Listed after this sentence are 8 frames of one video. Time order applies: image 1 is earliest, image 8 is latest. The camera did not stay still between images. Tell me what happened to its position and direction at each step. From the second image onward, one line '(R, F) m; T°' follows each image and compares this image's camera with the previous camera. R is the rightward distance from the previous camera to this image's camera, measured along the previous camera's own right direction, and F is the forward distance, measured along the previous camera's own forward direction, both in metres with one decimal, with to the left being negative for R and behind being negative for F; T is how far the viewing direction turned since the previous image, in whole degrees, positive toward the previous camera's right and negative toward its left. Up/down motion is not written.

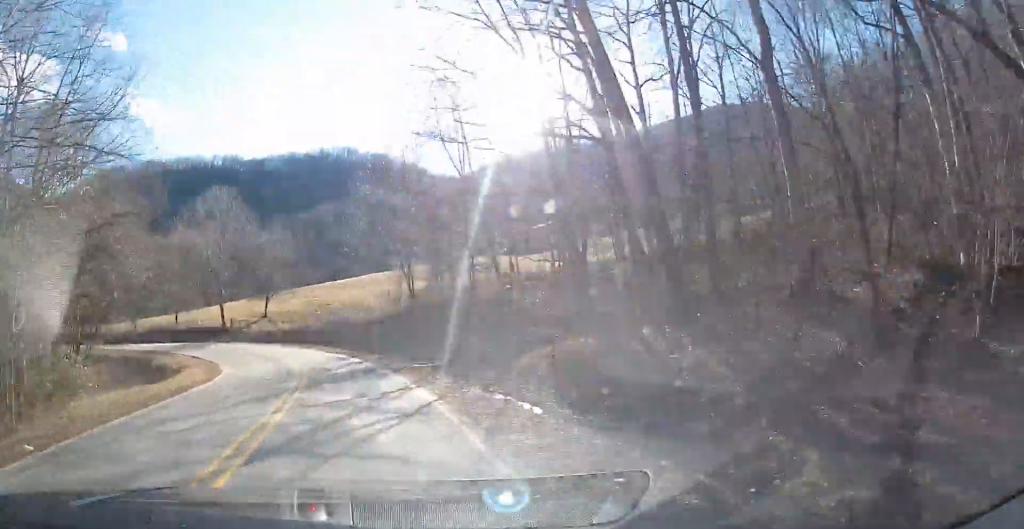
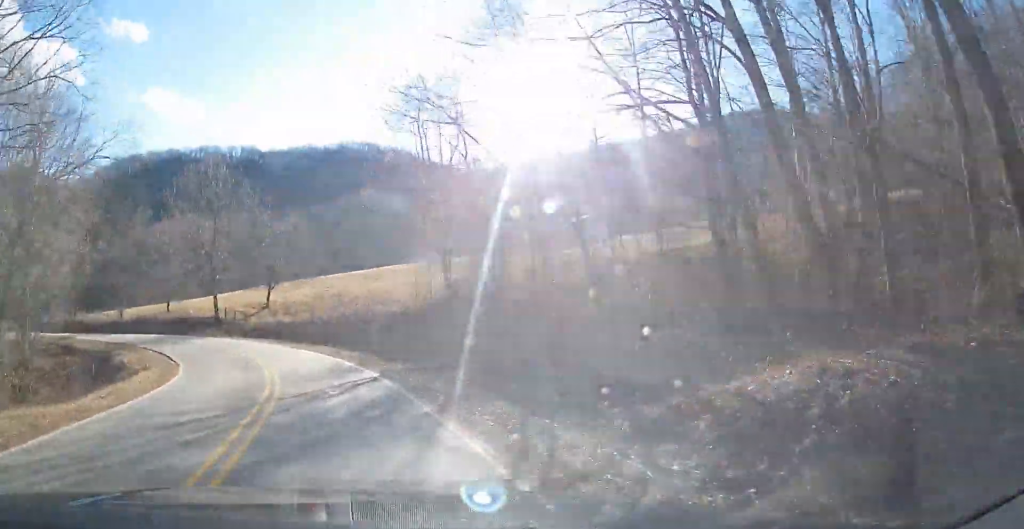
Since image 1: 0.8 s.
(-0.2, +10.1) m; -3°
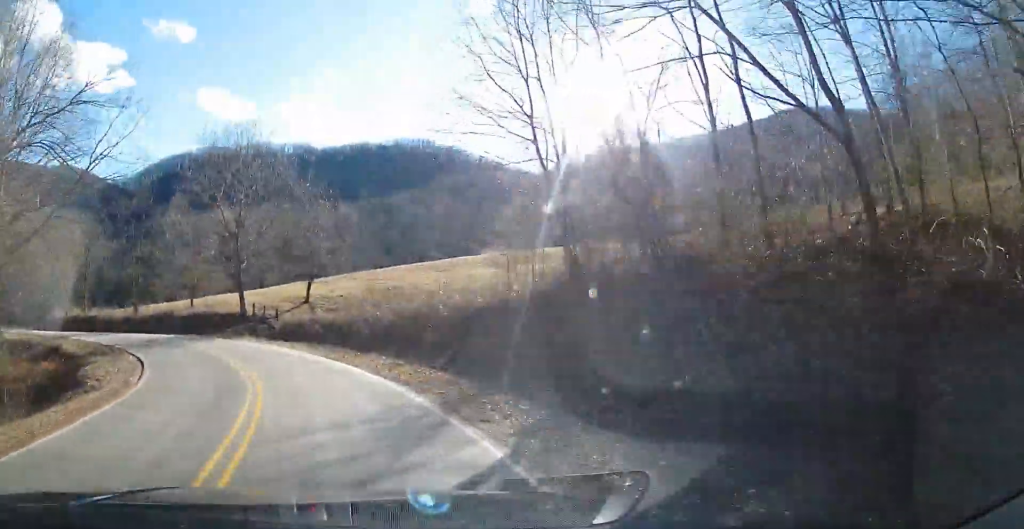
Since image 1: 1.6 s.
(-0.4, +10.9) m; -7°
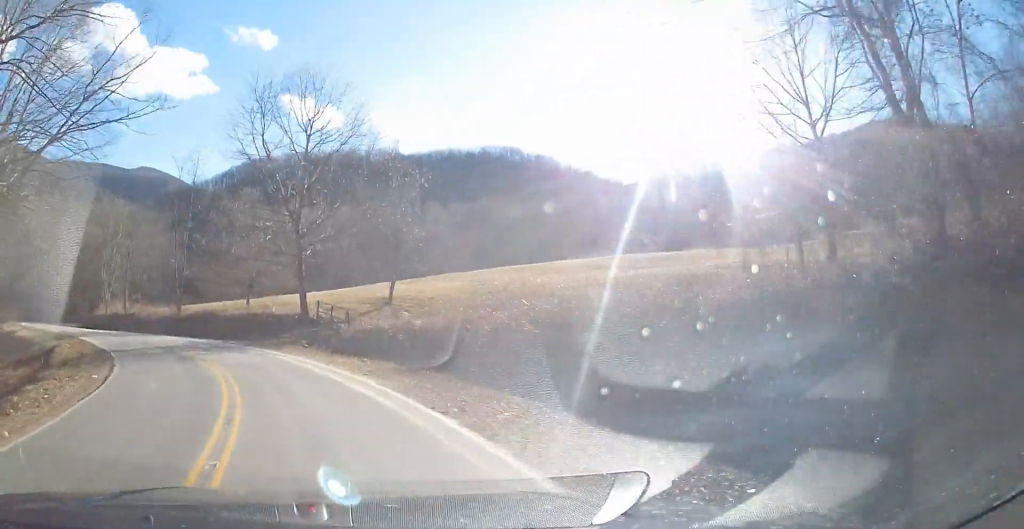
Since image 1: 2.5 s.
(-0.5, +10.9) m; -12°
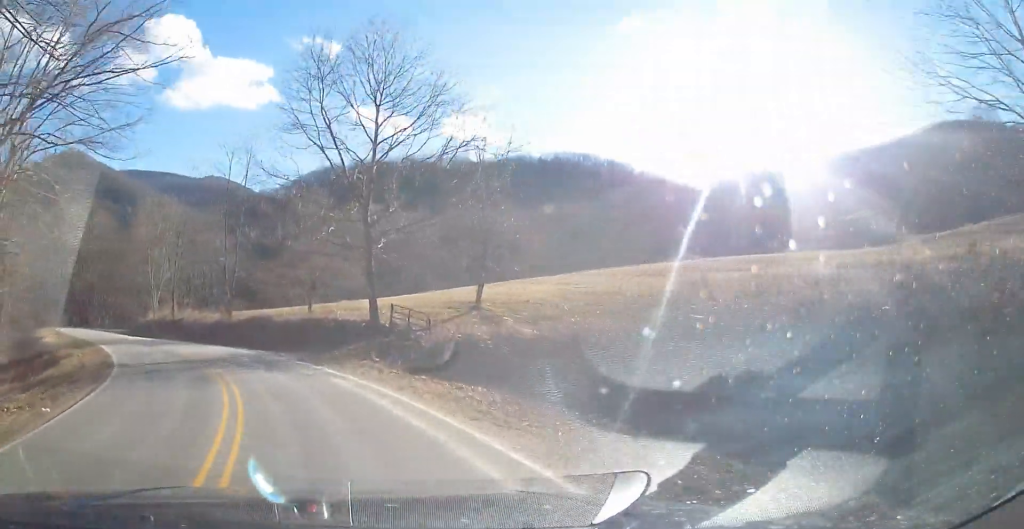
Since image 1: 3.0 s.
(-1.0, +6.5) m; -10°
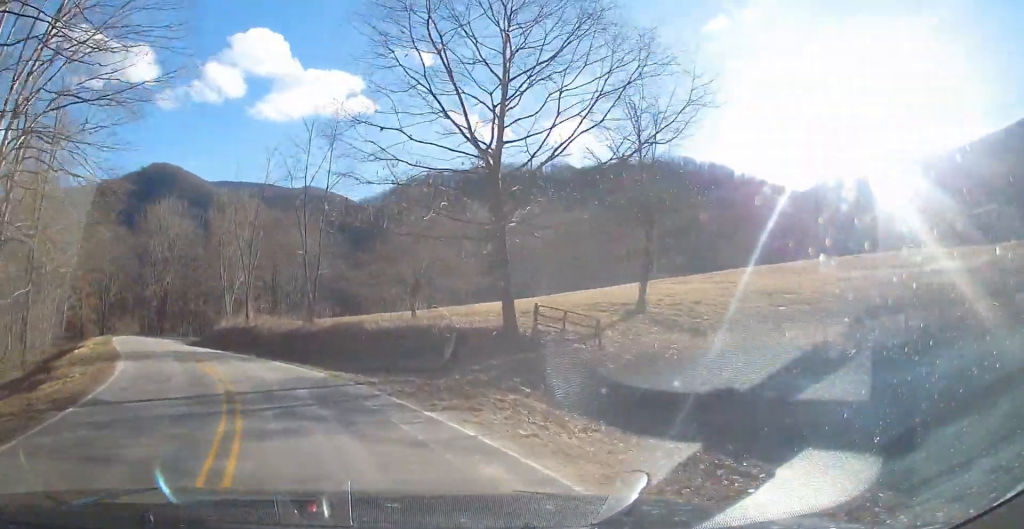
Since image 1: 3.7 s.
(-1.1, +8.8) m; -11°
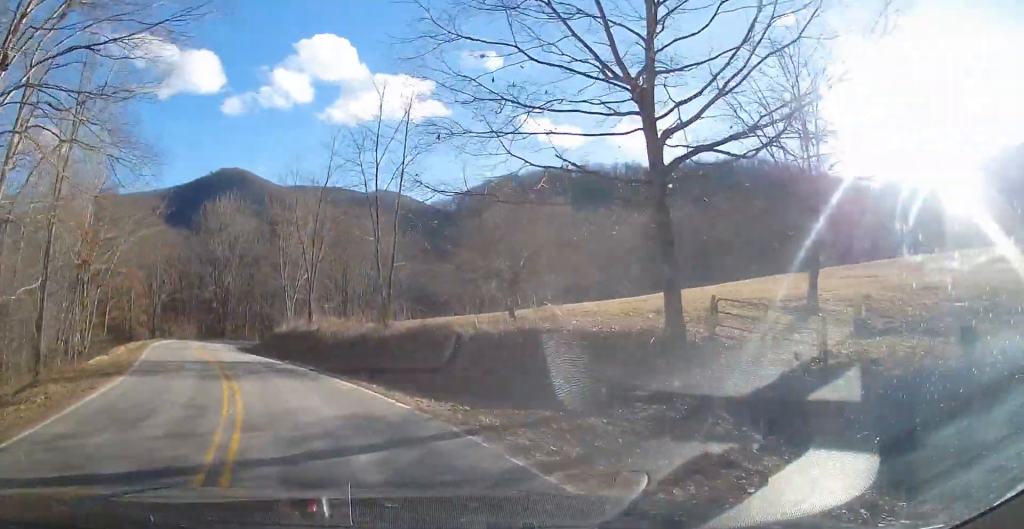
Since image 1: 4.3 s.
(-0.2, +6.5) m; -7°
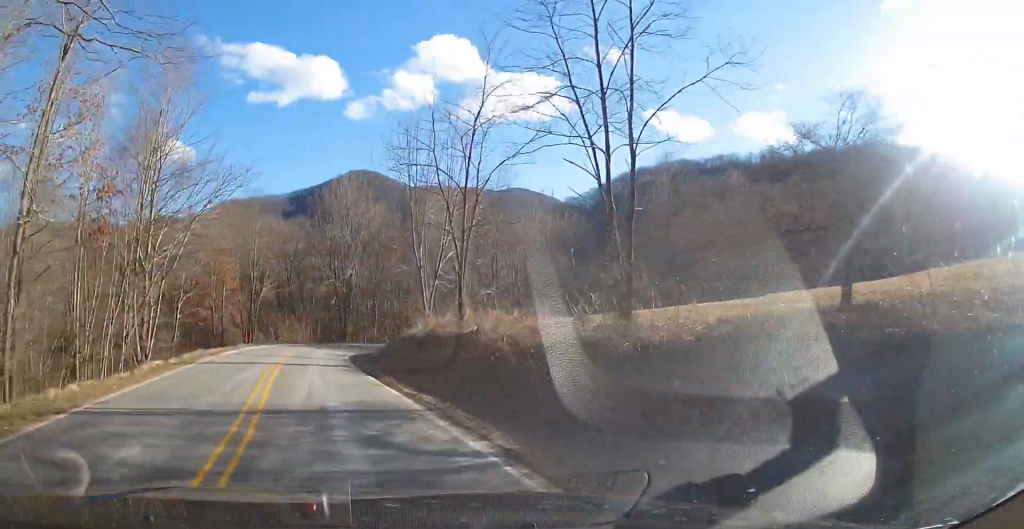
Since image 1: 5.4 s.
(-1.8, +14.2) m; -11°
